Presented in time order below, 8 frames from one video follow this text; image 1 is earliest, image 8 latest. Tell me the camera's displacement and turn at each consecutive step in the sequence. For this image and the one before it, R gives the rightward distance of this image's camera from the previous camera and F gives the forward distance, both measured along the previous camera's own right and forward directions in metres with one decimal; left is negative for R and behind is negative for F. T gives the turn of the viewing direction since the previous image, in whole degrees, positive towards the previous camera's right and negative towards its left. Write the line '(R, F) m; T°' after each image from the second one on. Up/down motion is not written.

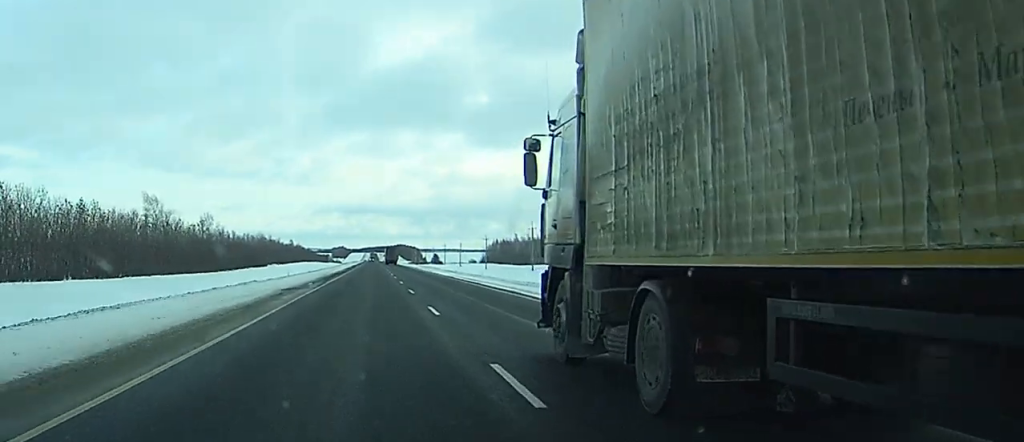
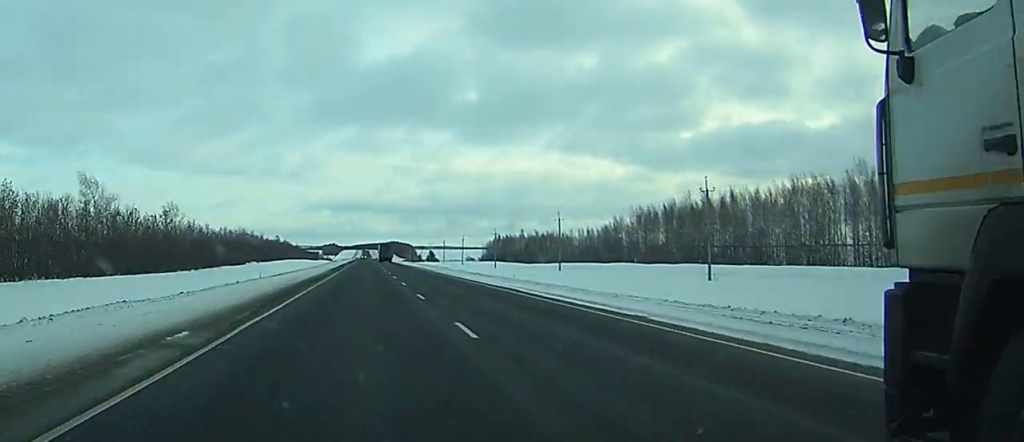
(0.0, +27.6) m; 0°
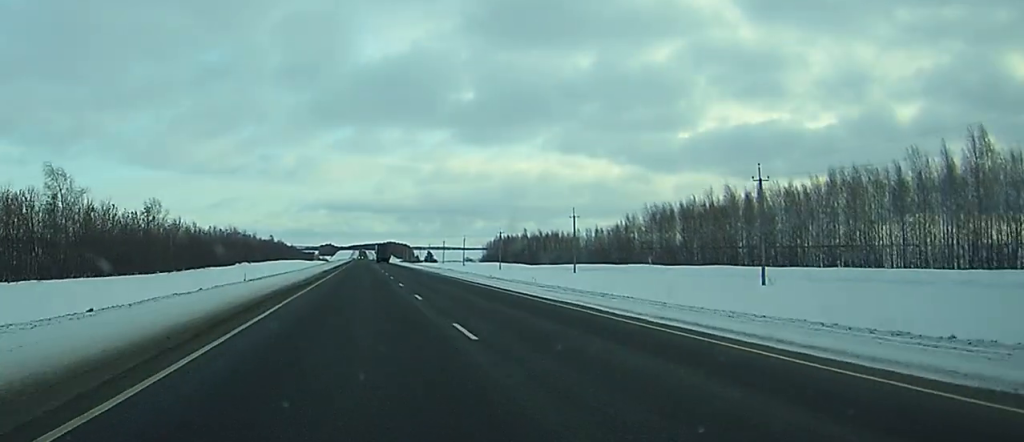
(0.0, +11.1) m; 0°
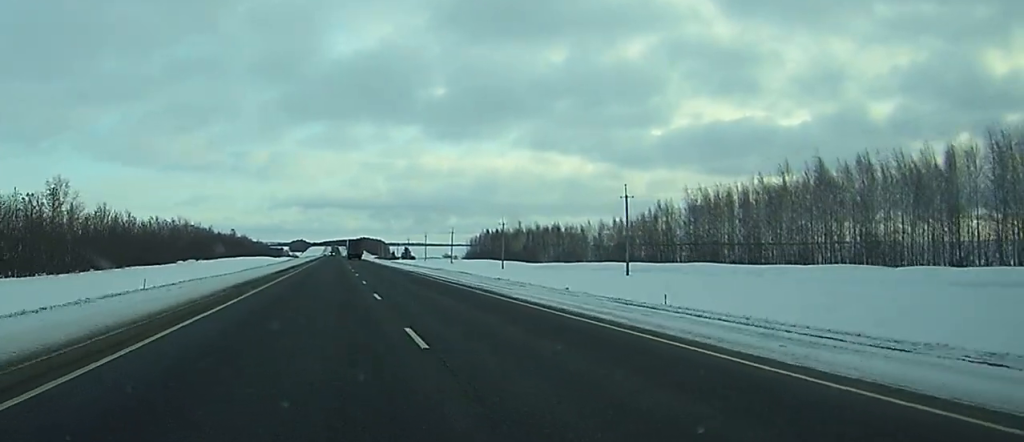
(+0.4, +35.0) m; +2°
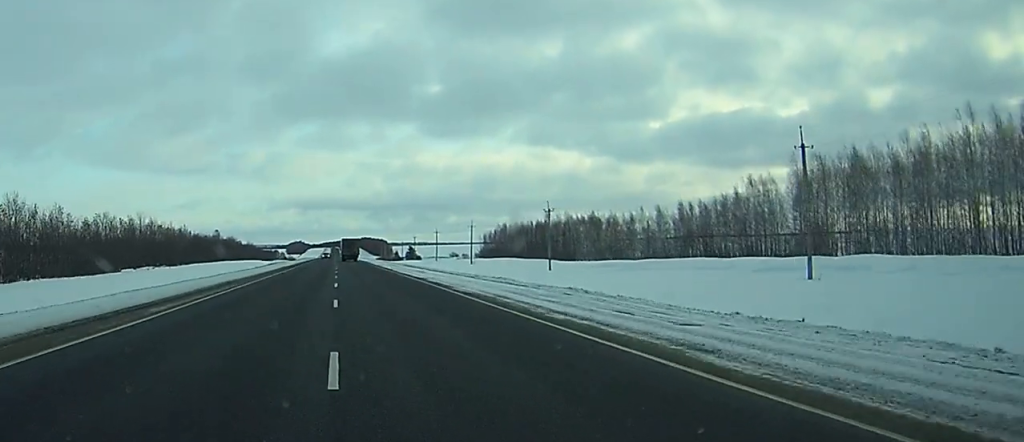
(+0.6, +38.2) m; +1°
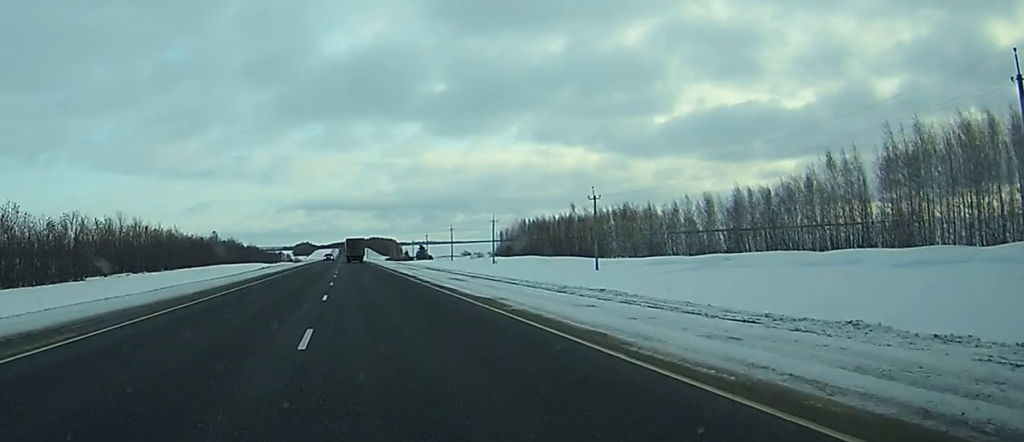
(+0.1, +20.3) m; 0°
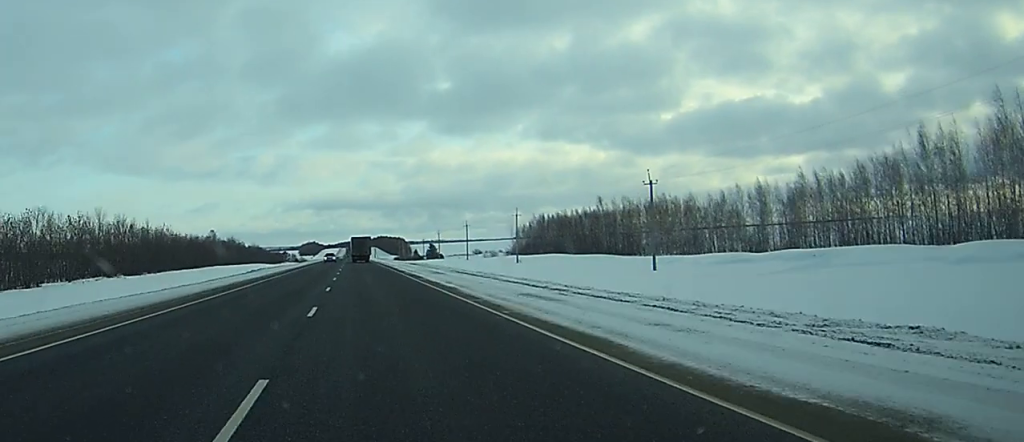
(0.0, +17.7) m; 0°
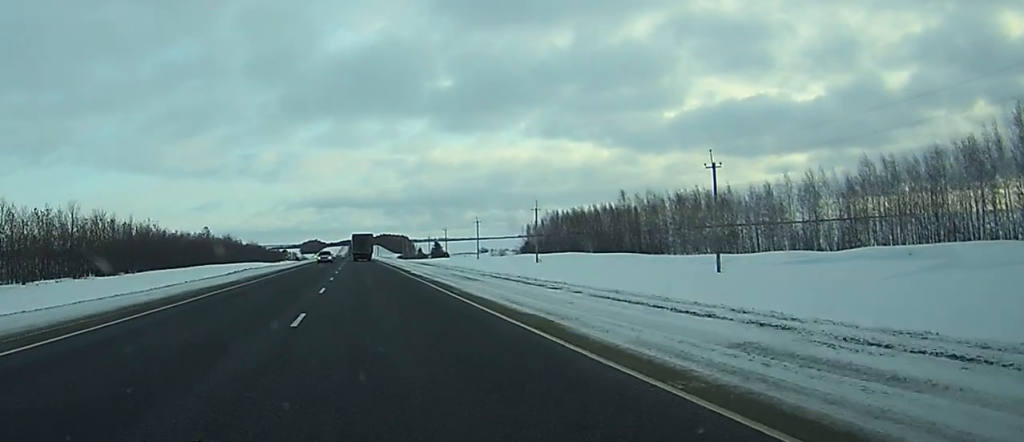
(0.0, +14.9) m; 0°
